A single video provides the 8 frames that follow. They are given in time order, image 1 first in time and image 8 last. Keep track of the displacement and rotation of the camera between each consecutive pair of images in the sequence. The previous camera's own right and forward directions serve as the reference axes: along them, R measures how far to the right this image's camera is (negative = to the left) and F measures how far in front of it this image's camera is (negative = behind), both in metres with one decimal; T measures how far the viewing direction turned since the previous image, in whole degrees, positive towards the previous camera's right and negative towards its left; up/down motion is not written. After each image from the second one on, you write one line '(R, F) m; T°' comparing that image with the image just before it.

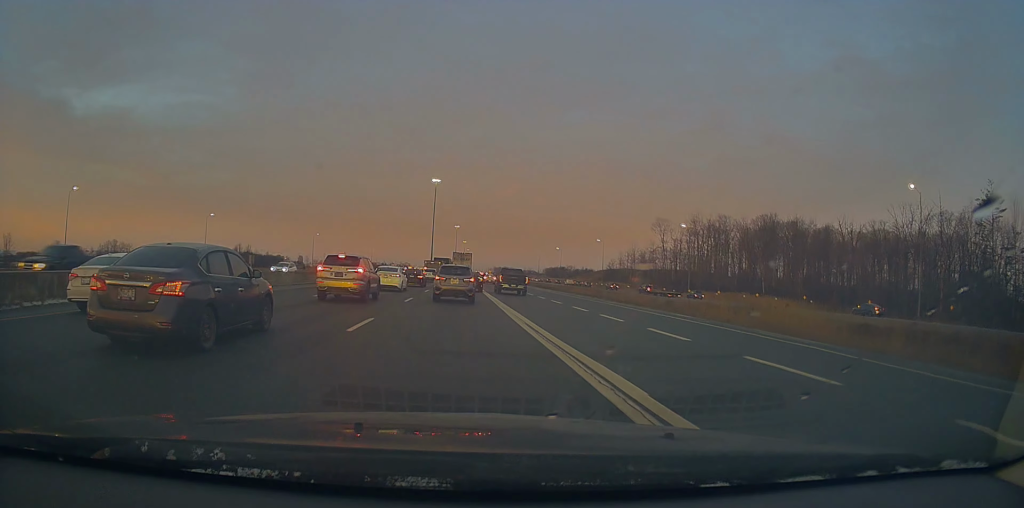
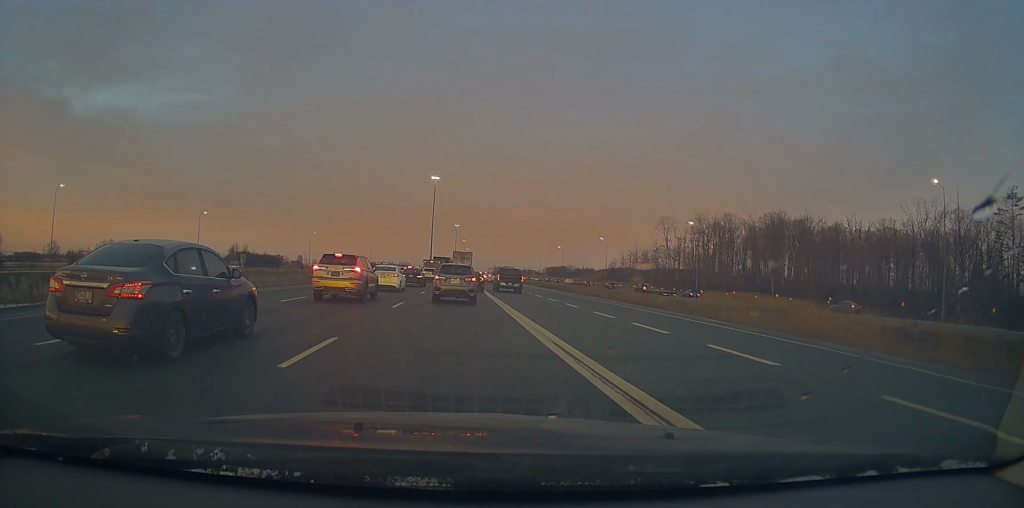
(-0.1, +4.3) m; -2°
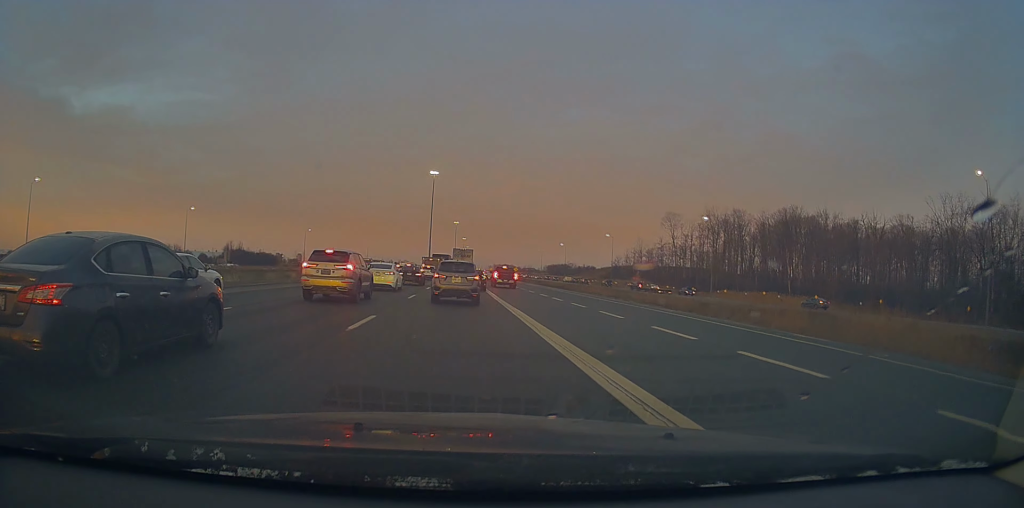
(-0.2, +7.4) m; -2°
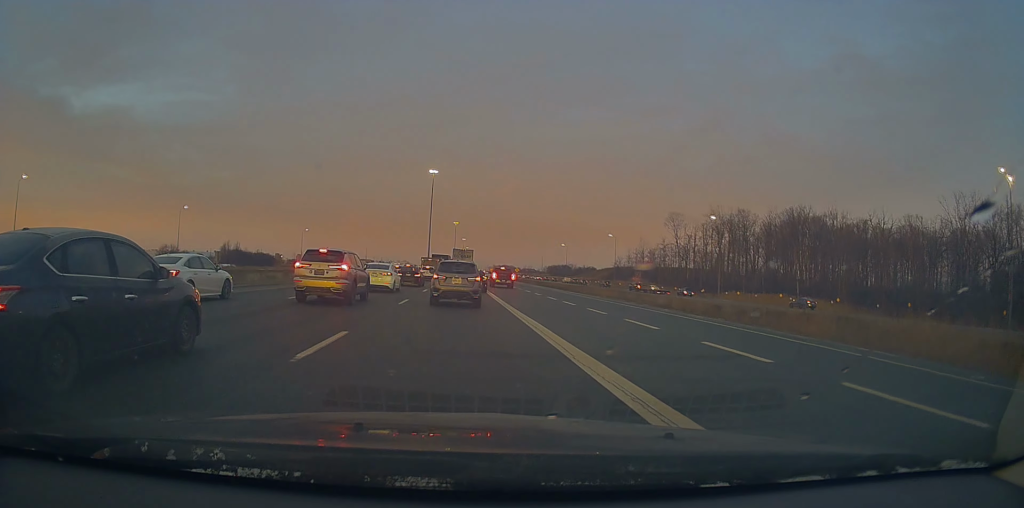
(-0.1, +3.7) m; -1°
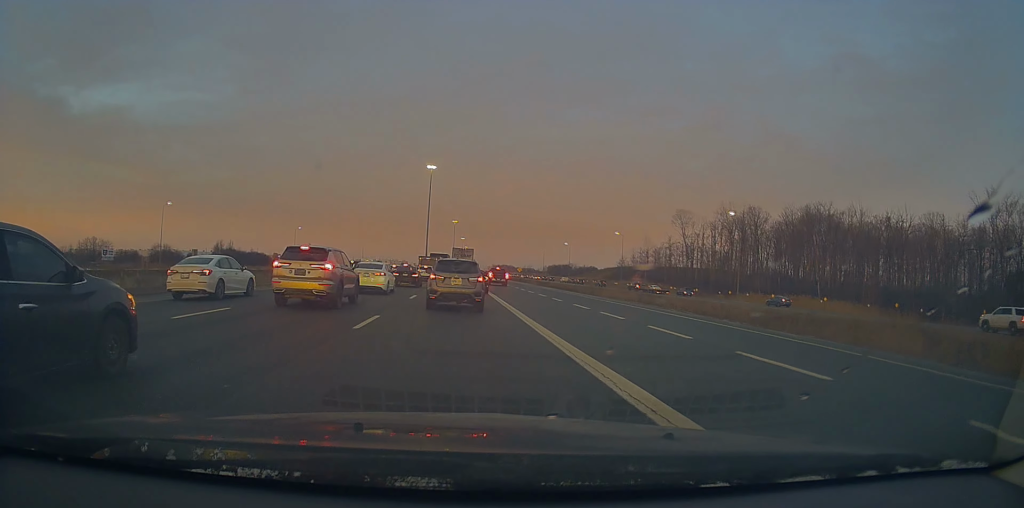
(-0.1, +8.7) m; +1°
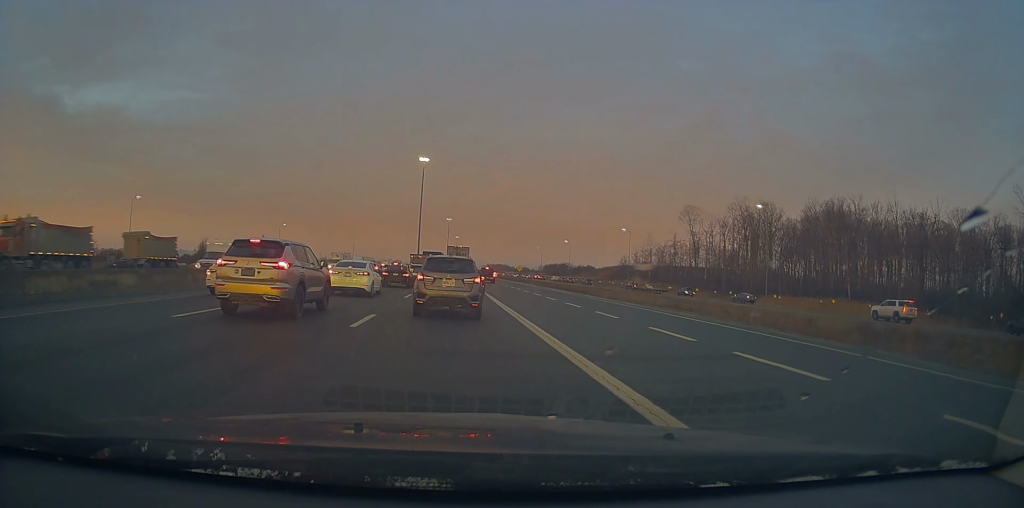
(+0.3, +12.8) m; 0°
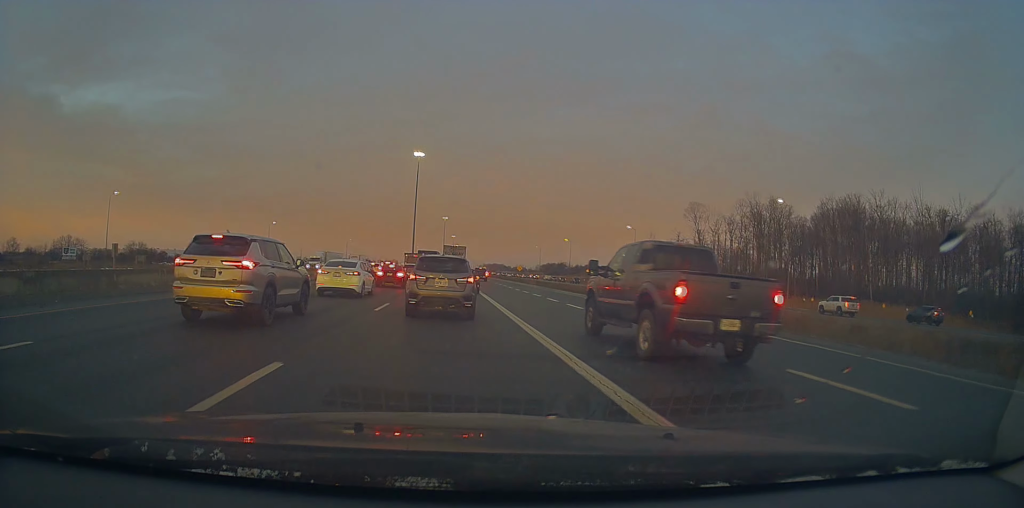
(-0.4, +8.7) m; -1°
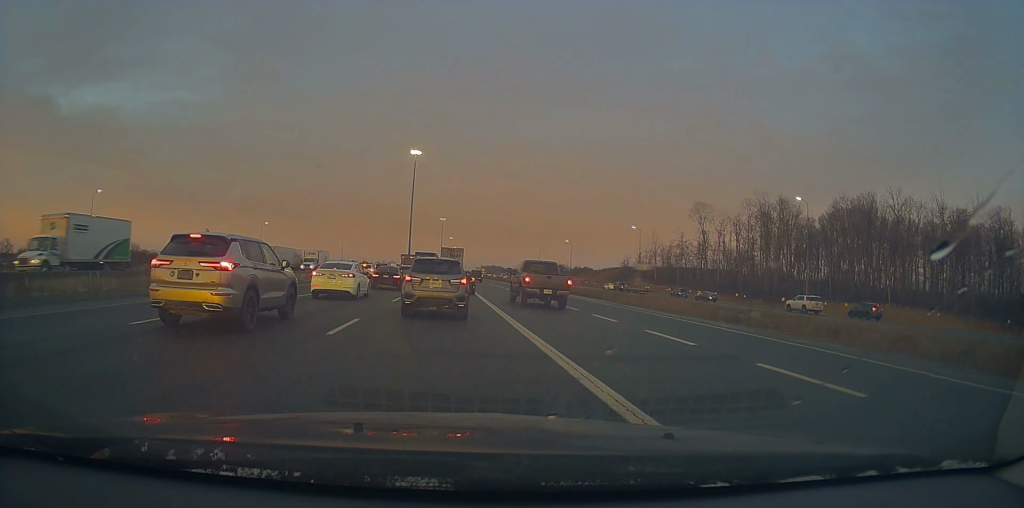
(+0.3, +6.1) m; +2°
